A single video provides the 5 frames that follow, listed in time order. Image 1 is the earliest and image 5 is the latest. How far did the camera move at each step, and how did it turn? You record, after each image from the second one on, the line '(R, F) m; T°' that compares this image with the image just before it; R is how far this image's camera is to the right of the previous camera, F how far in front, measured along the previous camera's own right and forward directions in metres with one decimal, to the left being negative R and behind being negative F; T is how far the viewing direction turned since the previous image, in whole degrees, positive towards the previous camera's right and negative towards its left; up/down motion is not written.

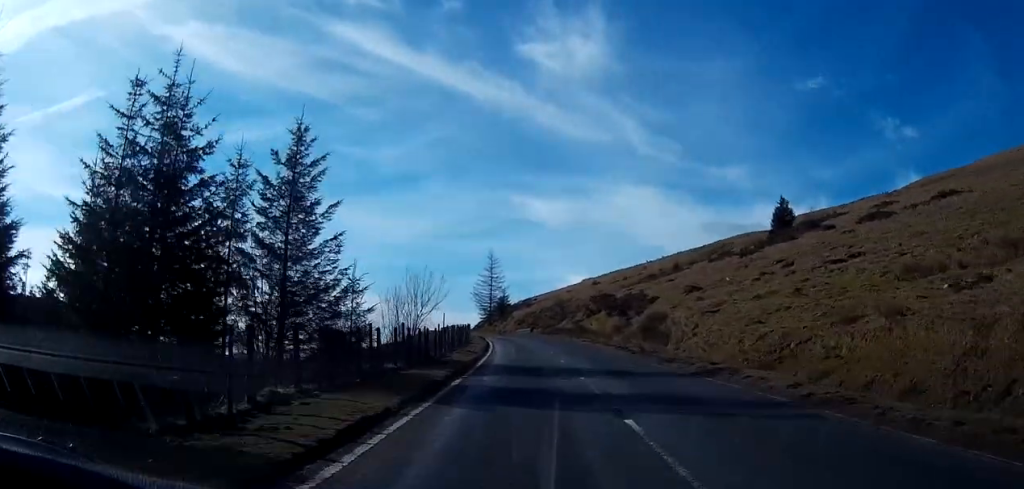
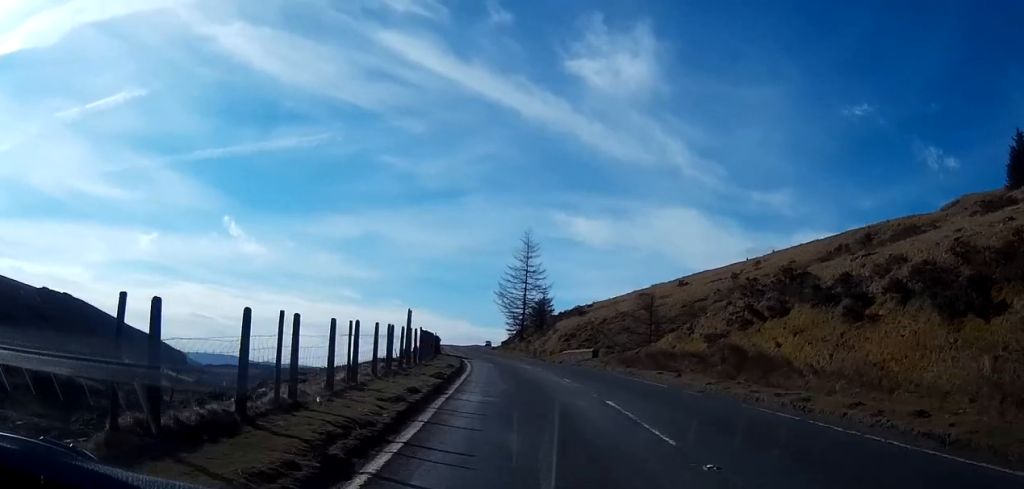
(-1.1, +47.7) m; -3°
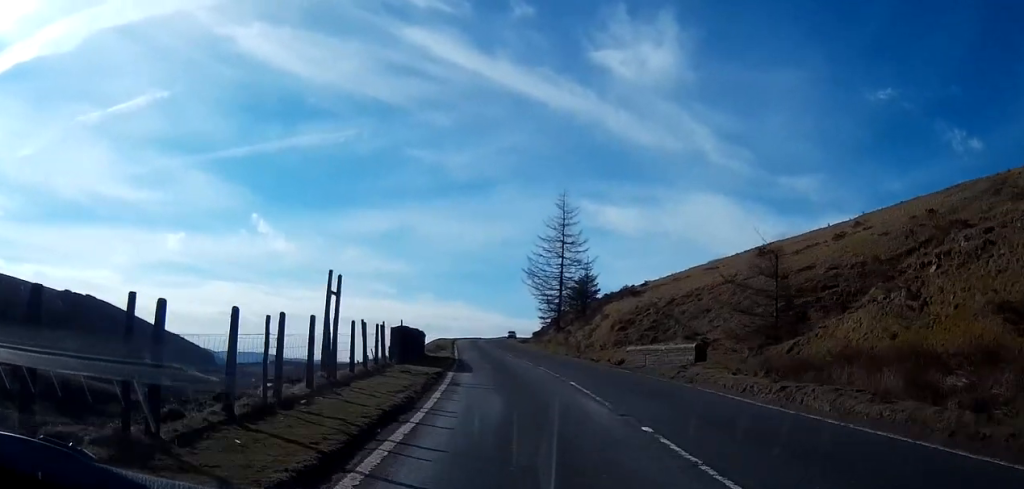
(-0.4, +21.8) m; -3°
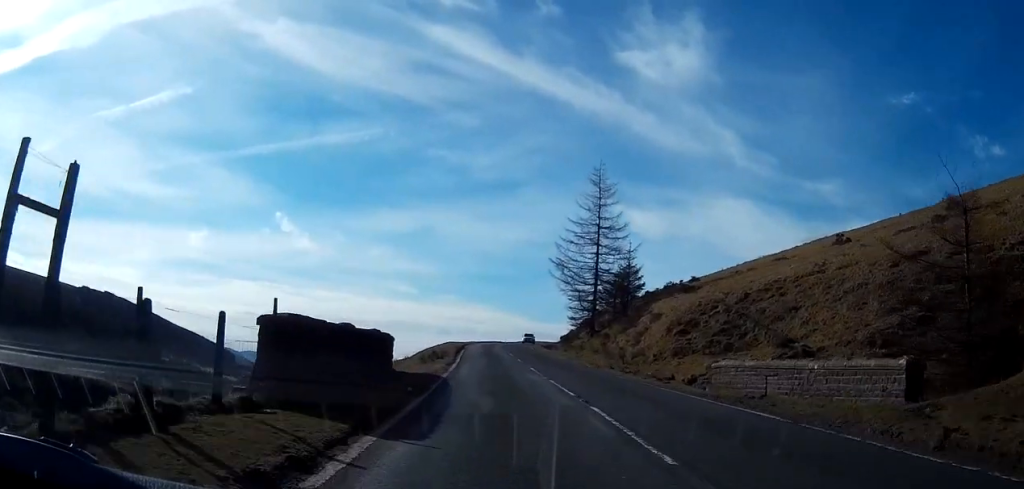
(-0.4, +14.0) m; -3°
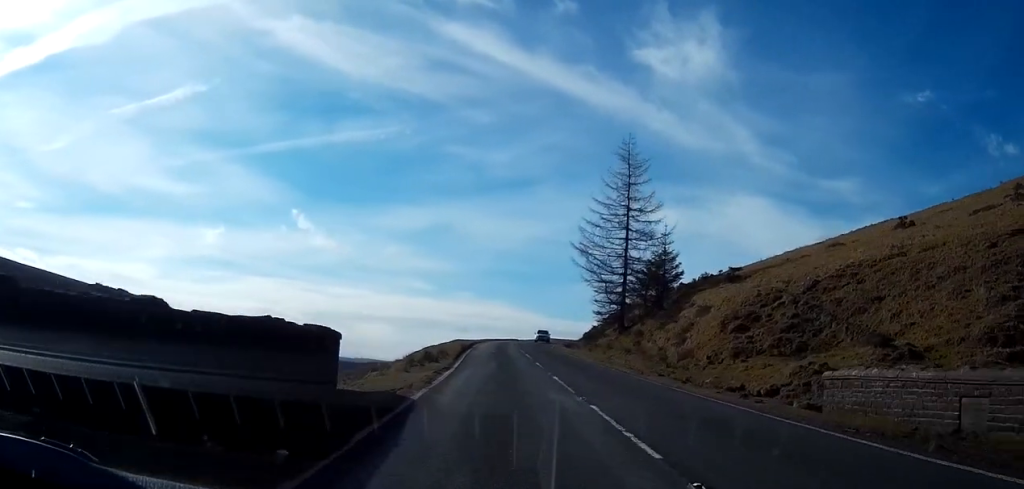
(-0.1, +8.6) m; -1°
